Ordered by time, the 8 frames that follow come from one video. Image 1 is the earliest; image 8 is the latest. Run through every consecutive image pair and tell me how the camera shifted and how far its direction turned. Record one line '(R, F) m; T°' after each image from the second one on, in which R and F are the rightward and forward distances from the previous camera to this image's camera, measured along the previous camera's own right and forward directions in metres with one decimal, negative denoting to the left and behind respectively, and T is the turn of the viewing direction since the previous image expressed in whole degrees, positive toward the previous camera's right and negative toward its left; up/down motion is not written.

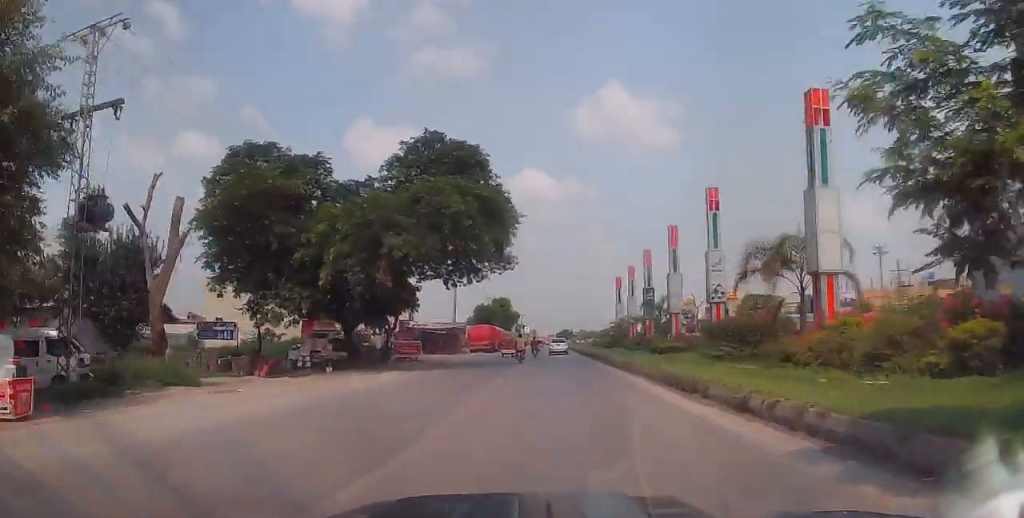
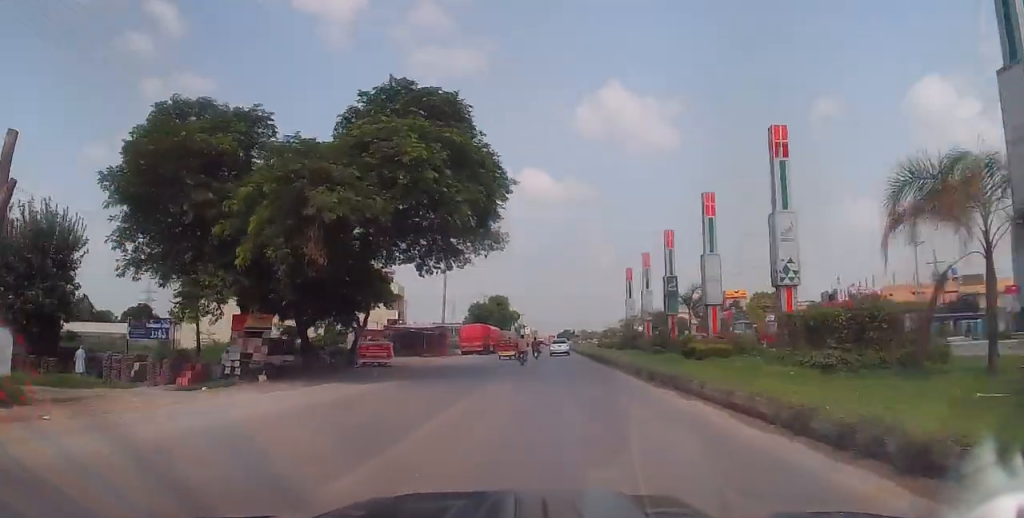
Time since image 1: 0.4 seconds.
(0.0, +7.9) m; -1°
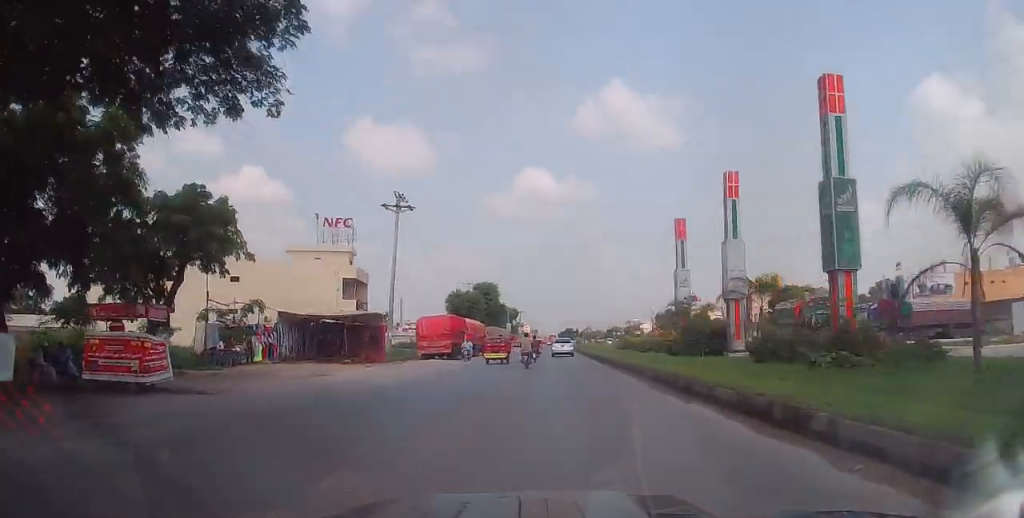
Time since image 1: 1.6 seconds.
(-0.3, +21.5) m; +1°
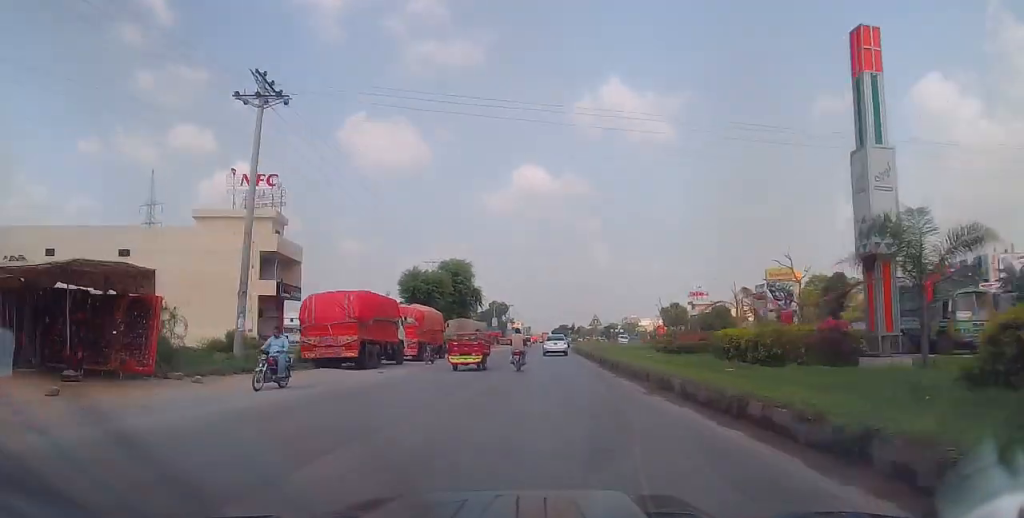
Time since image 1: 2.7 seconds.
(+0.5, +20.8) m; +1°
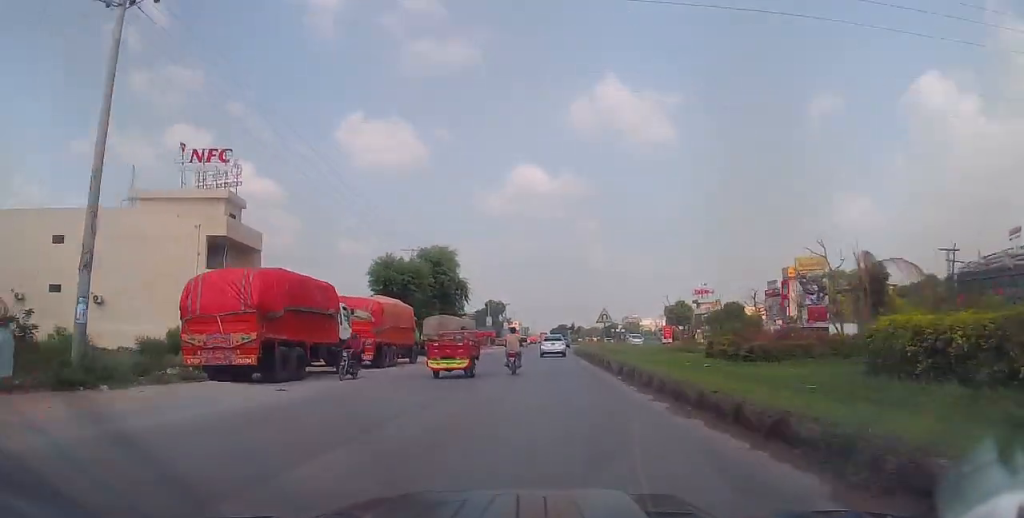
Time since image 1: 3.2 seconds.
(0.0, +9.1) m; 0°
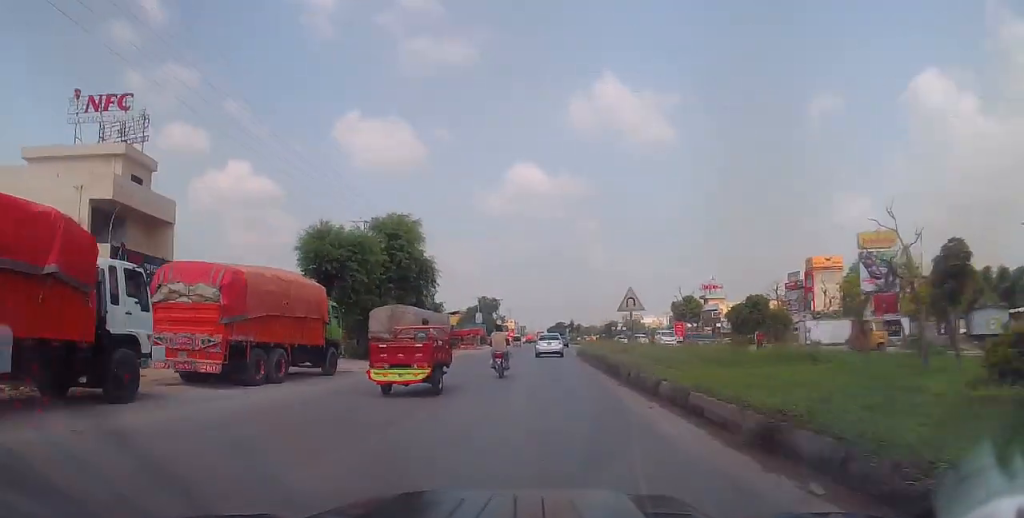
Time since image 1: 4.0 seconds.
(0.0, +13.4) m; -1°
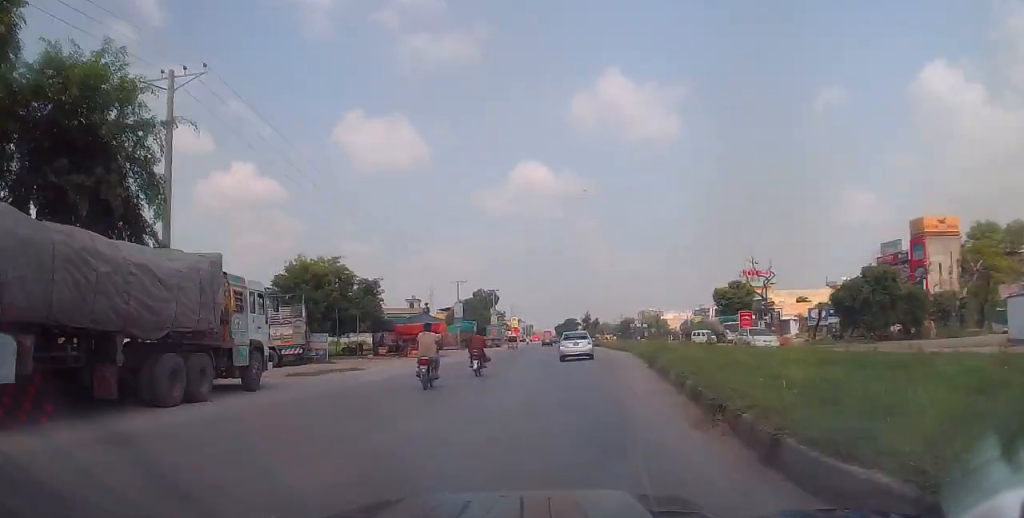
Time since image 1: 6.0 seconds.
(+0.6, +33.7) m; +3°
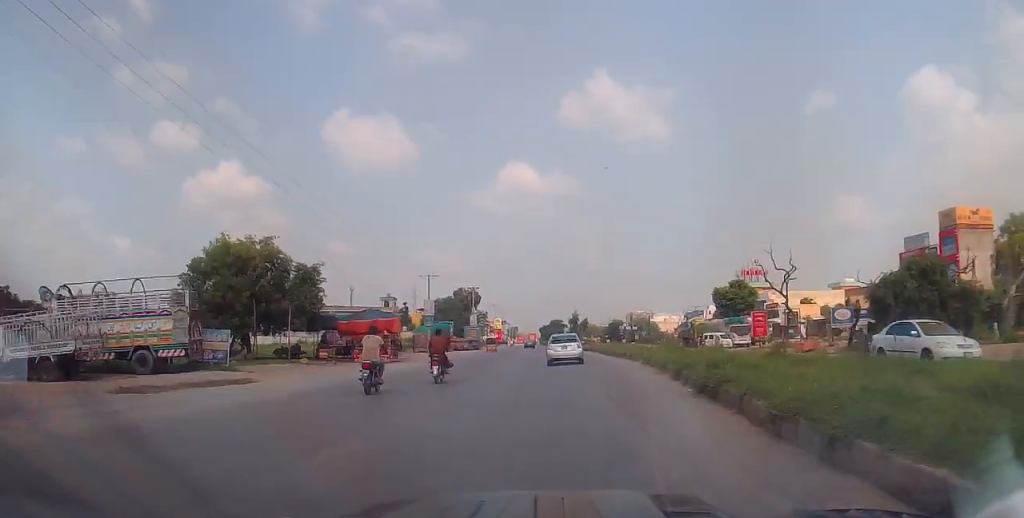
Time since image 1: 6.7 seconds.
(0.0, +10.0) m; 0°
